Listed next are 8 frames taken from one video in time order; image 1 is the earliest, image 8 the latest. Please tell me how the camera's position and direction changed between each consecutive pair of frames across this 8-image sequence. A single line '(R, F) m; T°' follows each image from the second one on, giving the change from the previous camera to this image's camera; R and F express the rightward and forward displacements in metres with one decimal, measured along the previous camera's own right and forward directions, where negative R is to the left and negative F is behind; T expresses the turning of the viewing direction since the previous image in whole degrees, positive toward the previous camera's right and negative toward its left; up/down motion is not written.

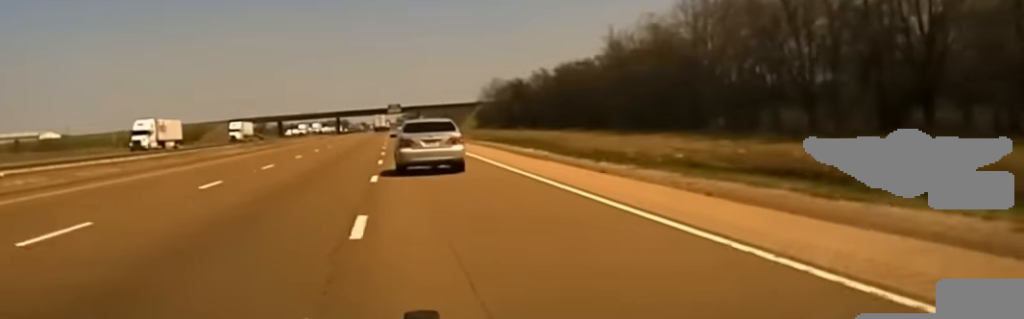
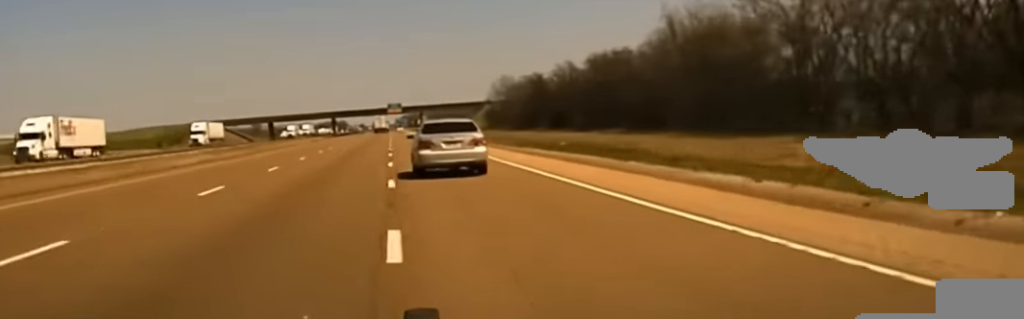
(0.0, +30.3) m; 0°
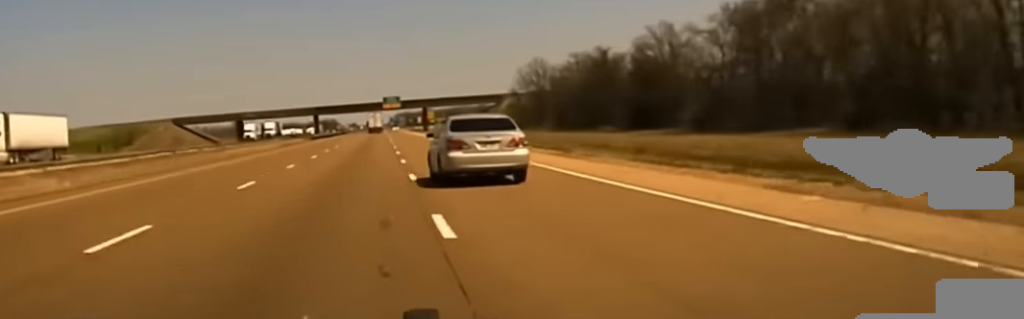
(+0.5, +62.8) m; 0°
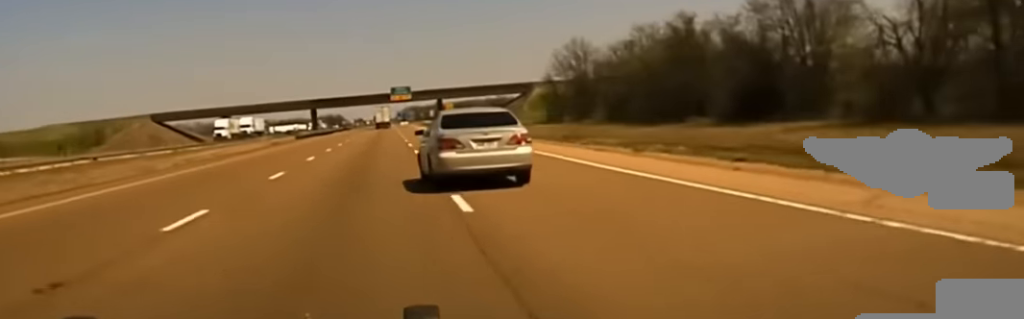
(-0.3, +34.0) m; -1°
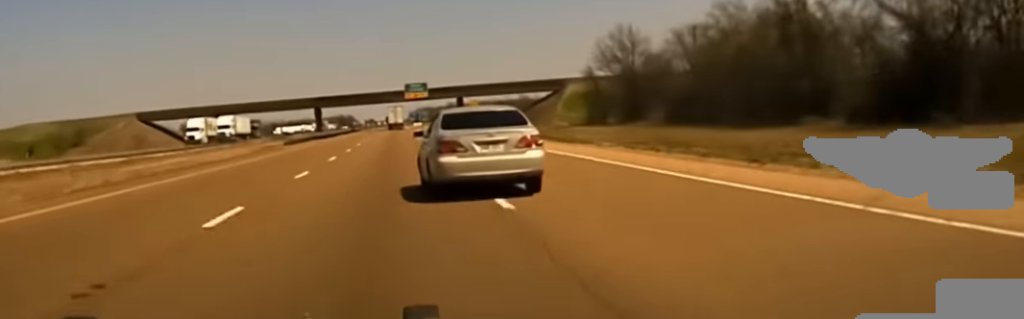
(-0.1, +23.1) m; 0°
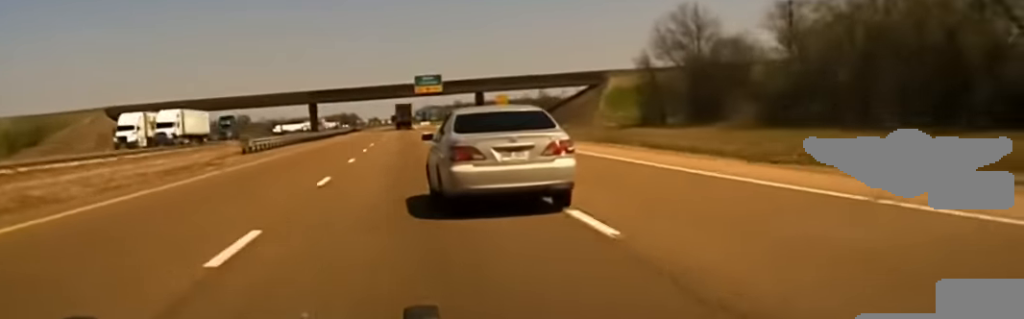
(-0.1, +23.5) m; 0°
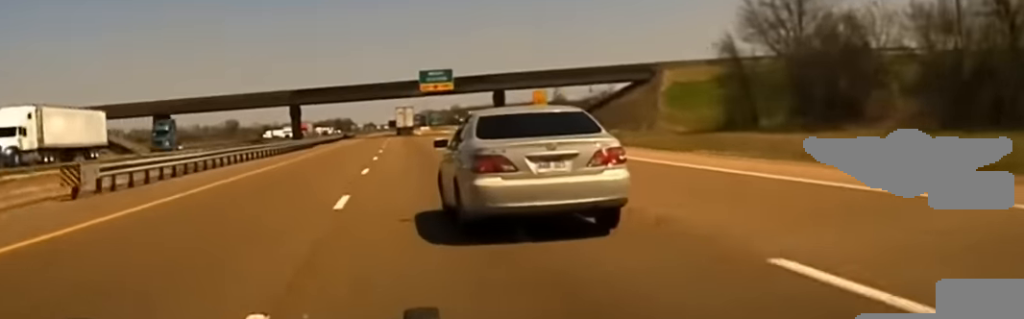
(-0.1, +27.5) m; 0°
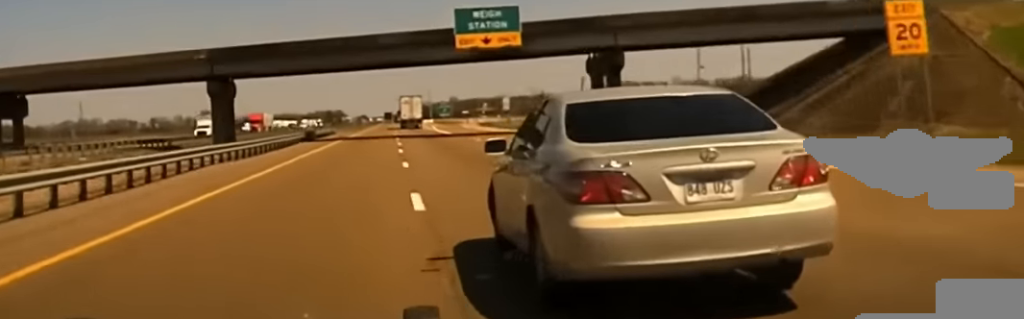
(+0.7, +59.0) m; +2°
